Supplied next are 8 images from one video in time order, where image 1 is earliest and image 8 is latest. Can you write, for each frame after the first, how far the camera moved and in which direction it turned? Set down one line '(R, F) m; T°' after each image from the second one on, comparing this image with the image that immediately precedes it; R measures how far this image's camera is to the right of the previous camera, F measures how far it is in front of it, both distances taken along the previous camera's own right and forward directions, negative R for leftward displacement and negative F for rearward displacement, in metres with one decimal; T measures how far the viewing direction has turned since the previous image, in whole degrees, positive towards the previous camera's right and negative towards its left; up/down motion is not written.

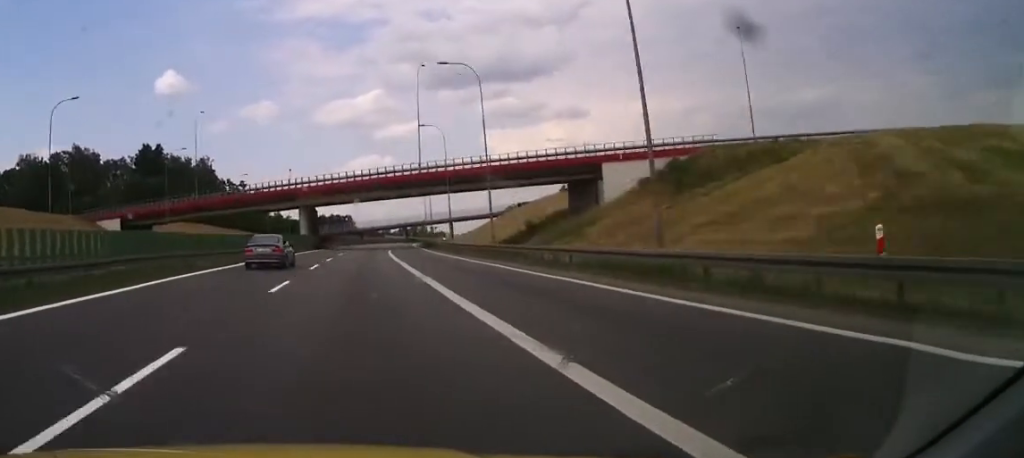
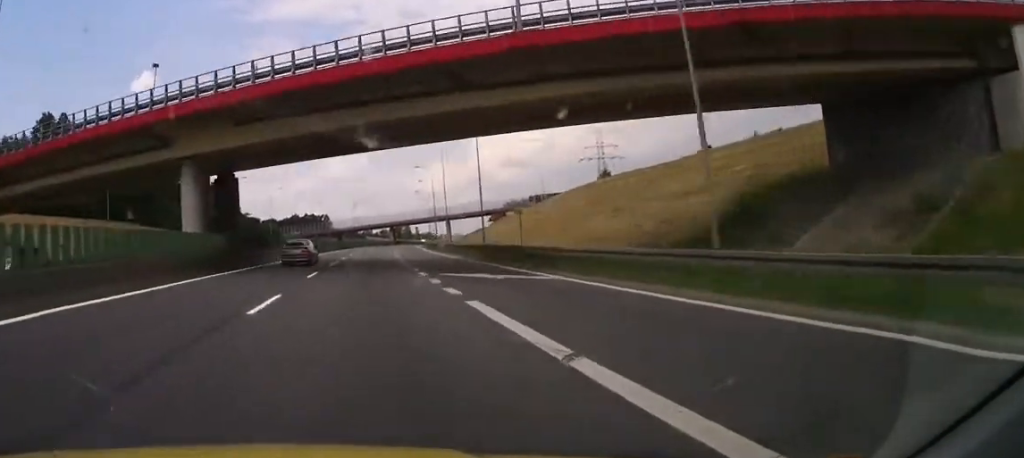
(-0.1, +52.3) m; +3°
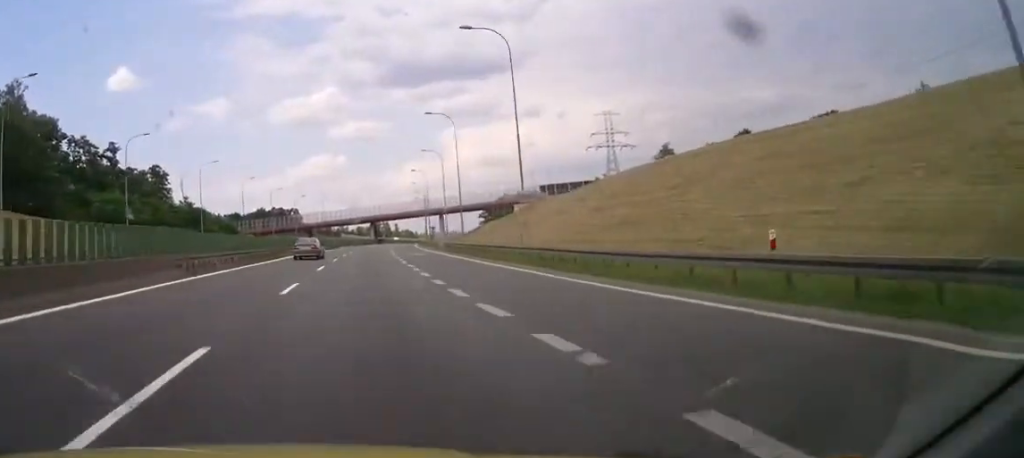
(+2.1, +43.7) m; +3°
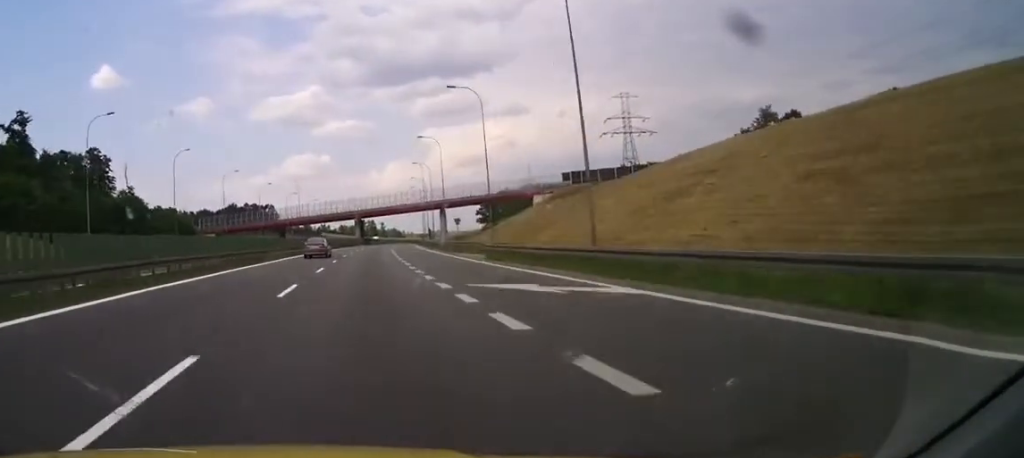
(0.0, +36.4) m; 0°
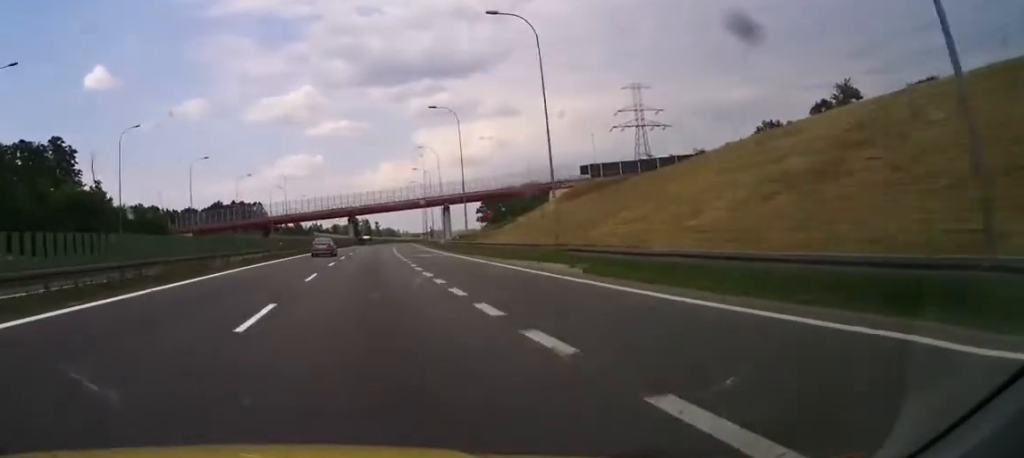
(0.0, +17.6) m; 0°
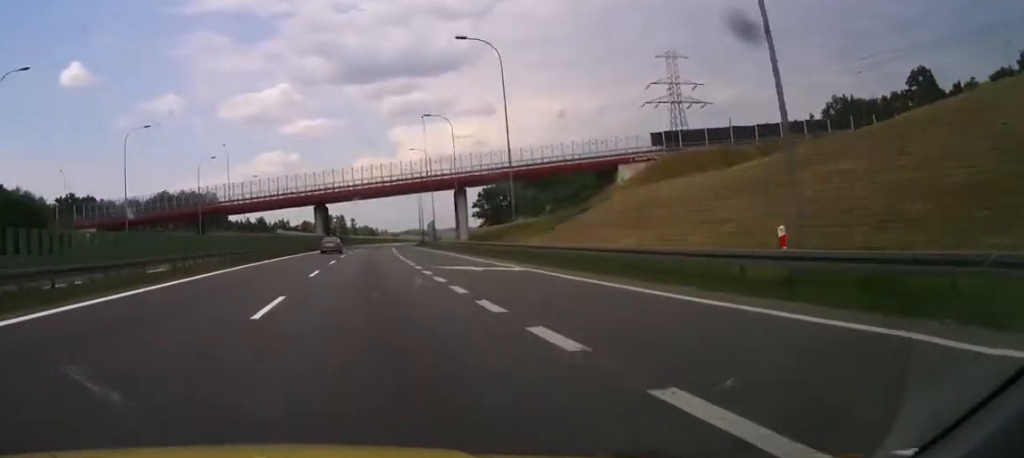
(0.0, +46.6) m; 0°
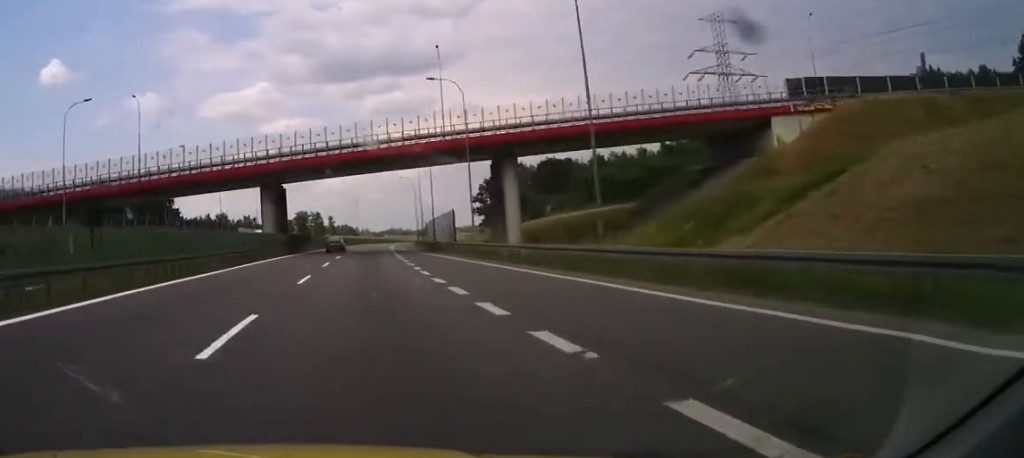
(0.0, +39.3) m; 0°
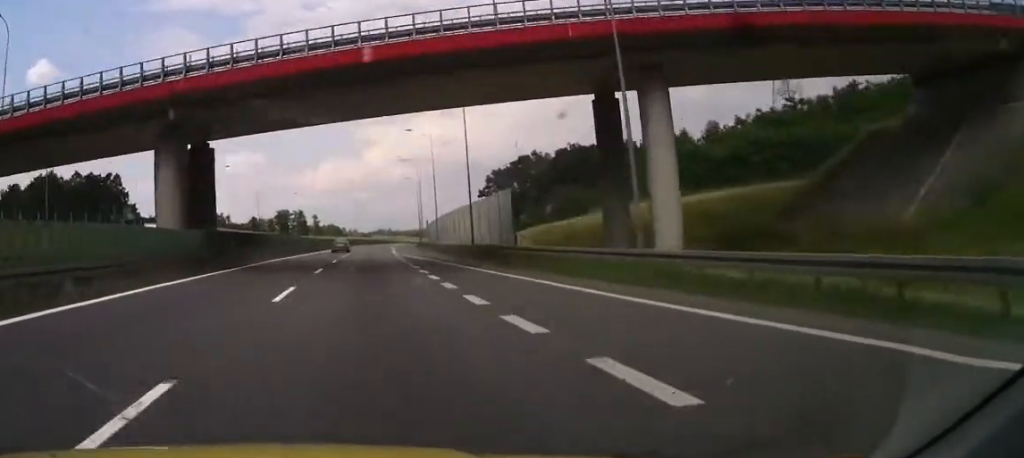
(0.0, +29.2) m; +2°
